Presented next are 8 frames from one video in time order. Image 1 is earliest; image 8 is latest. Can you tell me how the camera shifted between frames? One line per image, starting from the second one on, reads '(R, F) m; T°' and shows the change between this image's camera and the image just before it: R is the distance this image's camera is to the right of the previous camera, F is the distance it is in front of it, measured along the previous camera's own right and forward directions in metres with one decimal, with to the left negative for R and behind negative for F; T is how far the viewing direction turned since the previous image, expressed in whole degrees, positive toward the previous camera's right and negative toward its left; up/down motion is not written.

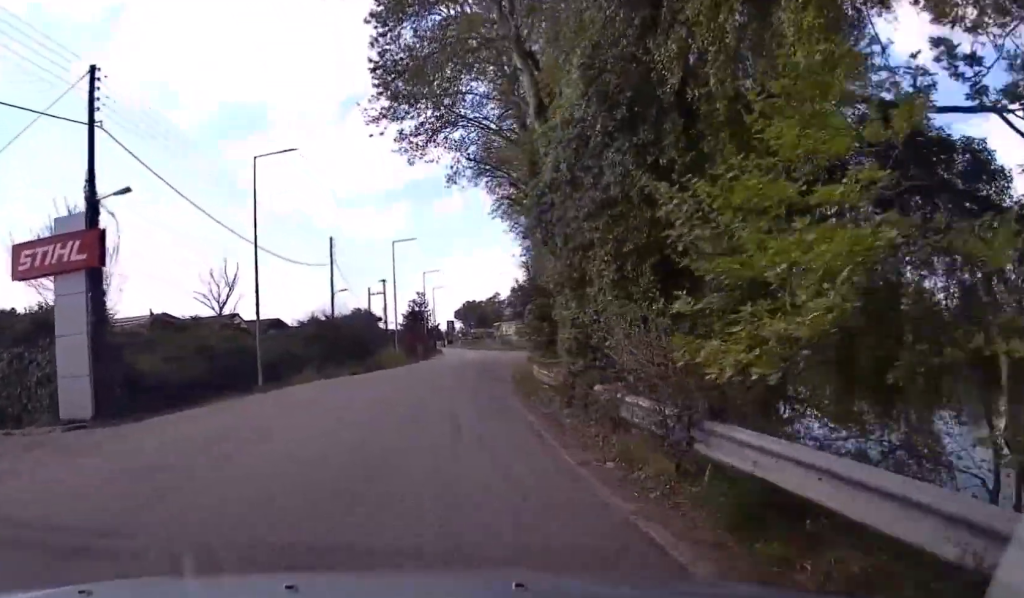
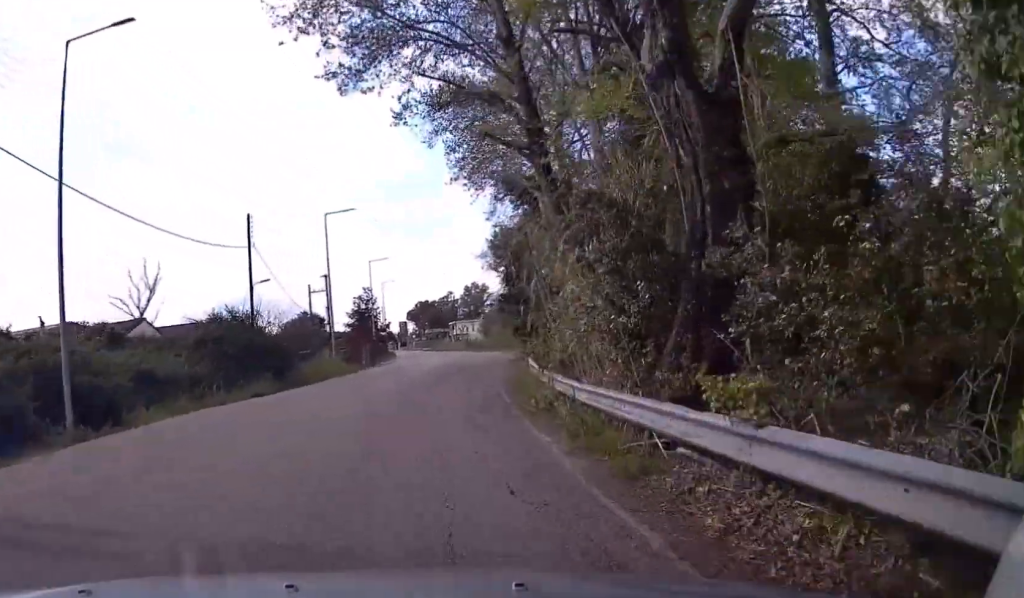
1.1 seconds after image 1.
(+0.1, +12.9) m; +2°
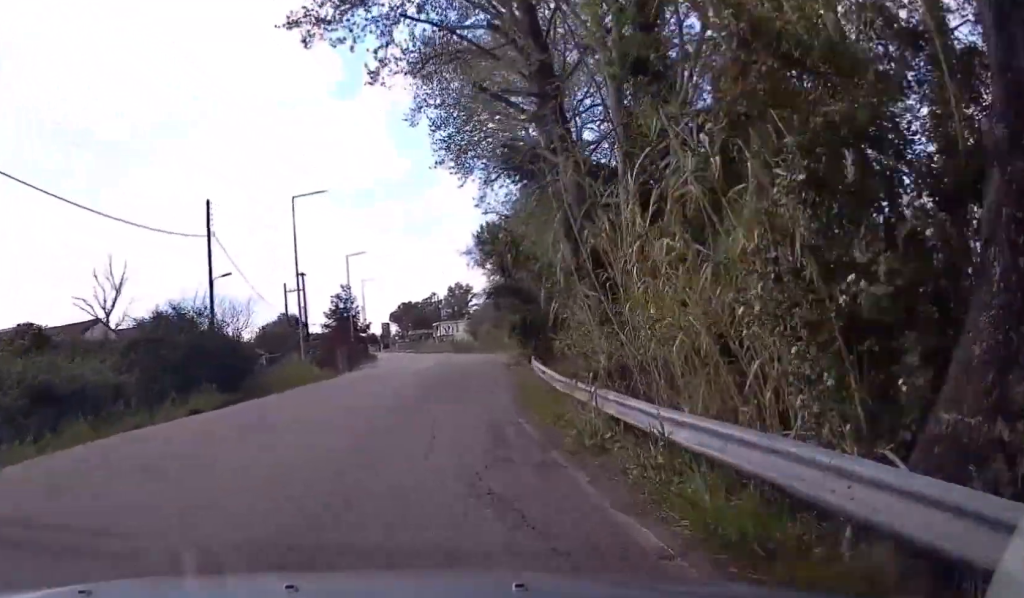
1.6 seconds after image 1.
(0.0, +5.4) m; +1°
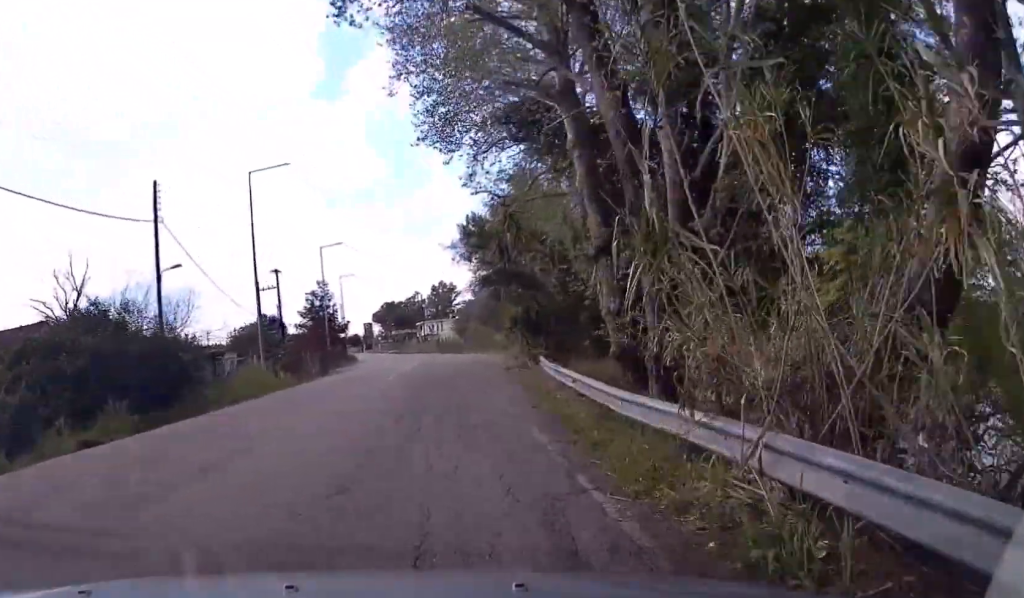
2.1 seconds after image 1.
(+0.2, +5.7) m; +1°
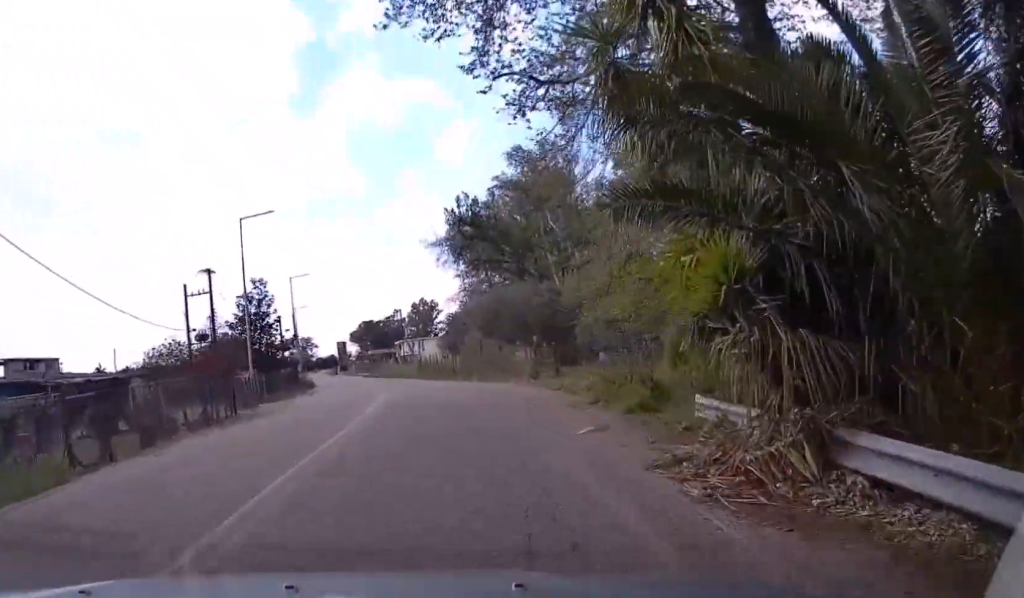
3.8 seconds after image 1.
(+0.3, +19.1) m; +1°
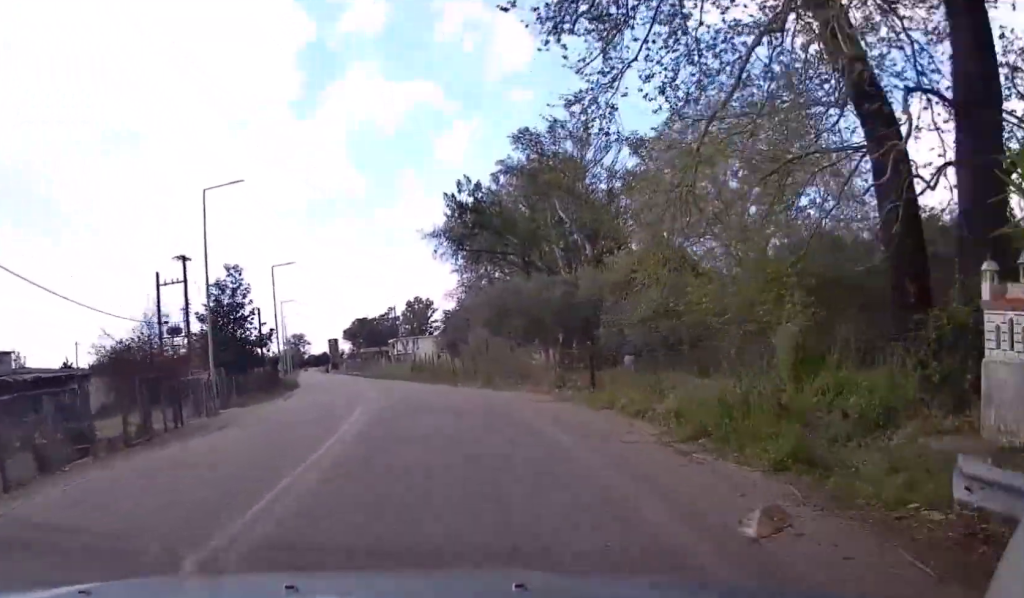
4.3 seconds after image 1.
(-0.1, +5.8) m; +1°
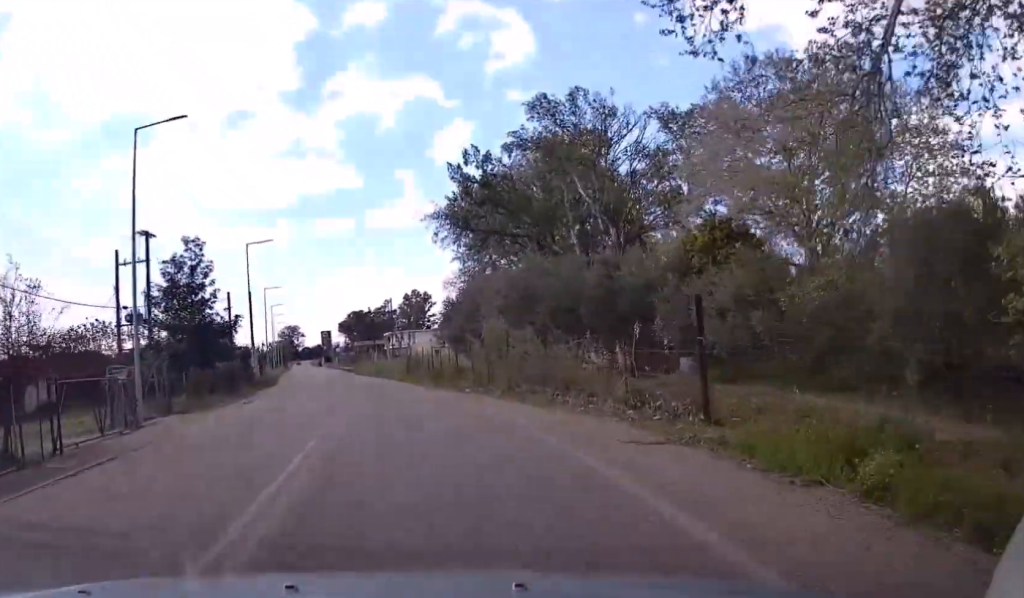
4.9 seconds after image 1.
(+0.2, +7.8) m; 0°
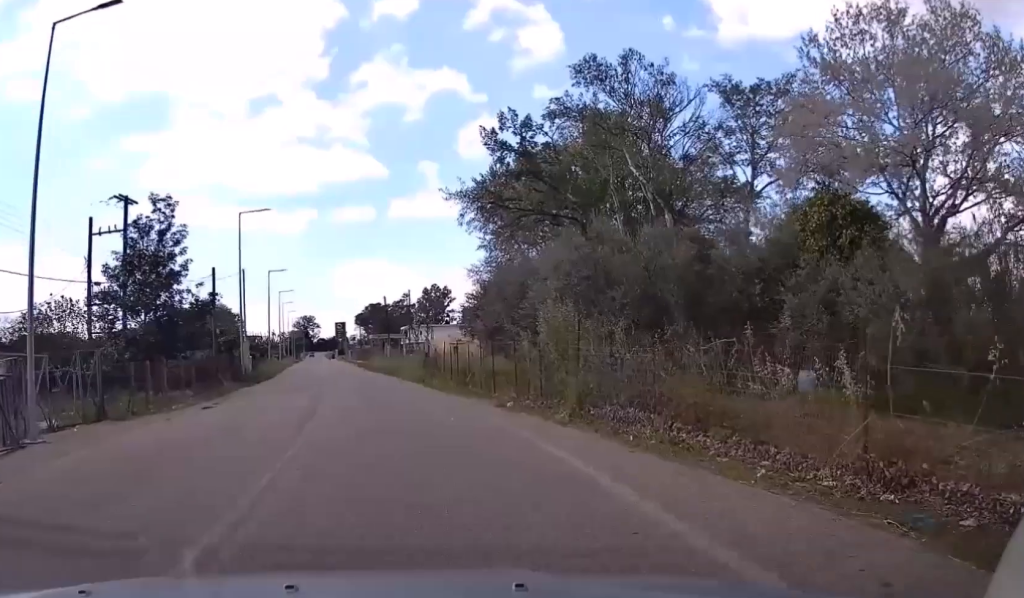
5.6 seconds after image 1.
(+0.2, +7.5) m; 0°
